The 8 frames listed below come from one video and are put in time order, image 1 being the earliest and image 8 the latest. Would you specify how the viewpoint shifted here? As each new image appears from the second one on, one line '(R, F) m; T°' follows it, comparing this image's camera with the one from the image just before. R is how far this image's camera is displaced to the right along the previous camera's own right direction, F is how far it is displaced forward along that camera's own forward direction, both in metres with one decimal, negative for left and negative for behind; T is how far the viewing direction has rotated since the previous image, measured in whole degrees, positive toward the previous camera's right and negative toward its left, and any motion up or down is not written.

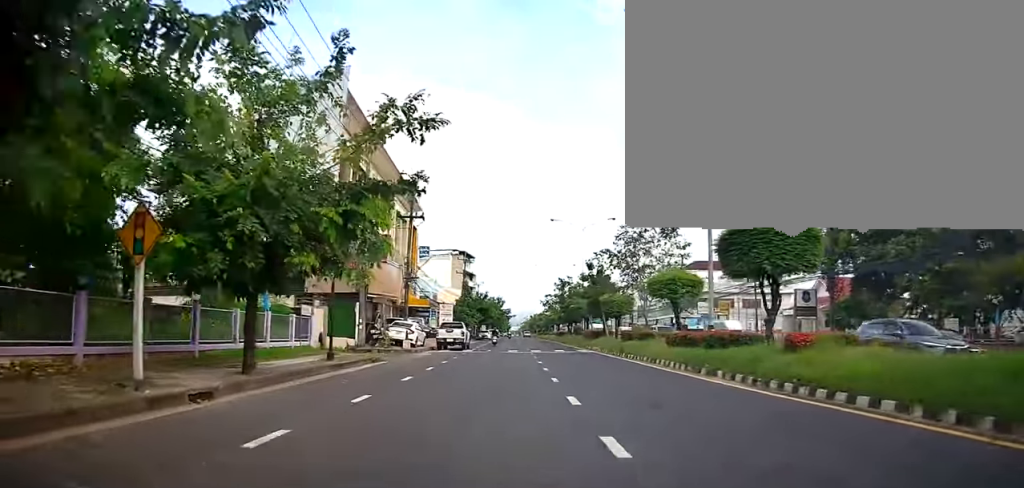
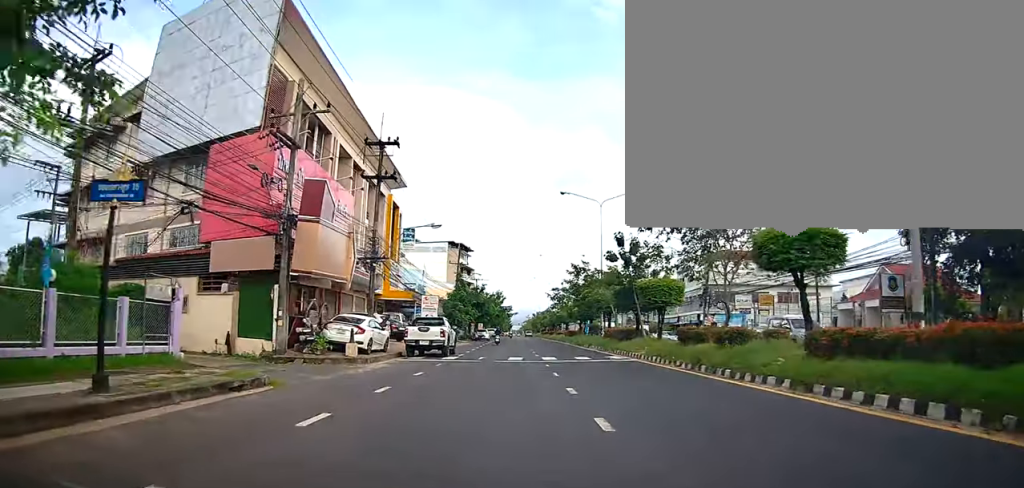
(-0.2, +11.3) m; -1°
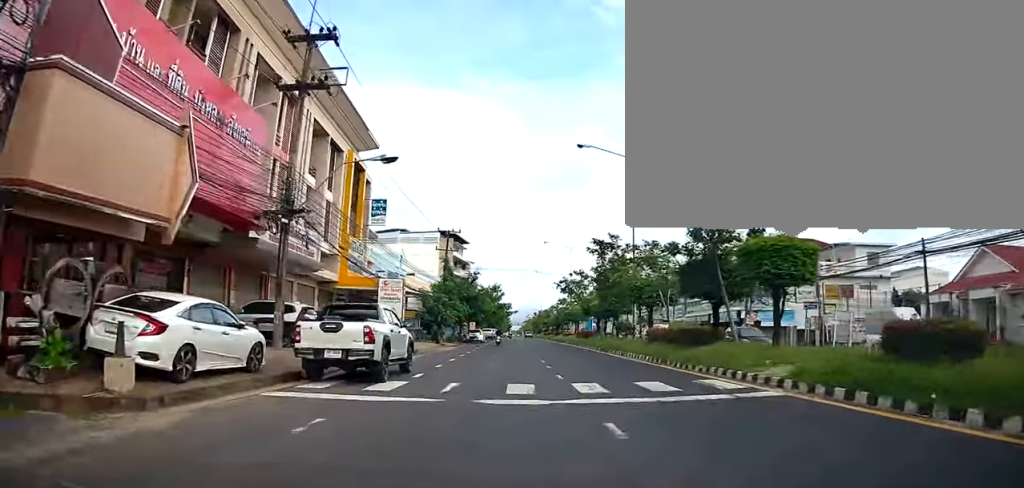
(0.0, +12.9) m; 0°
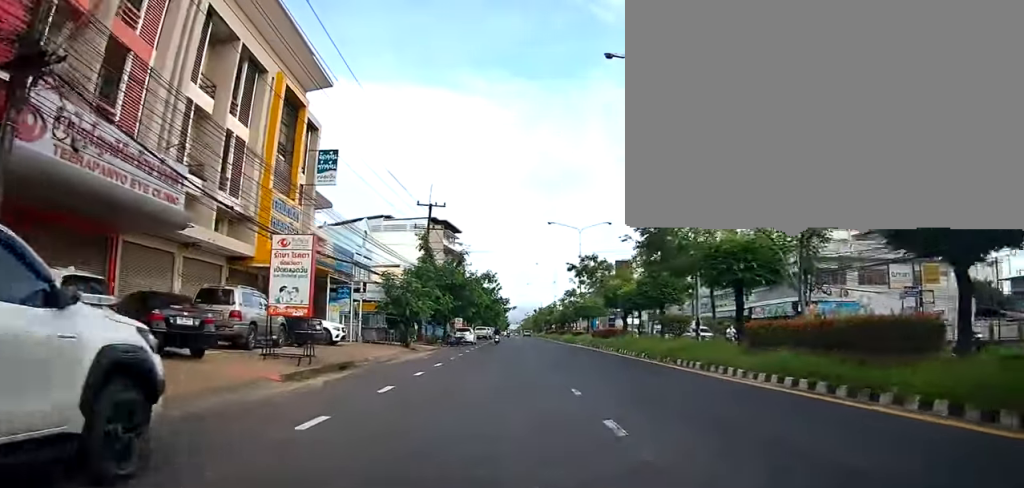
(0.0, +12.3) m; 0°
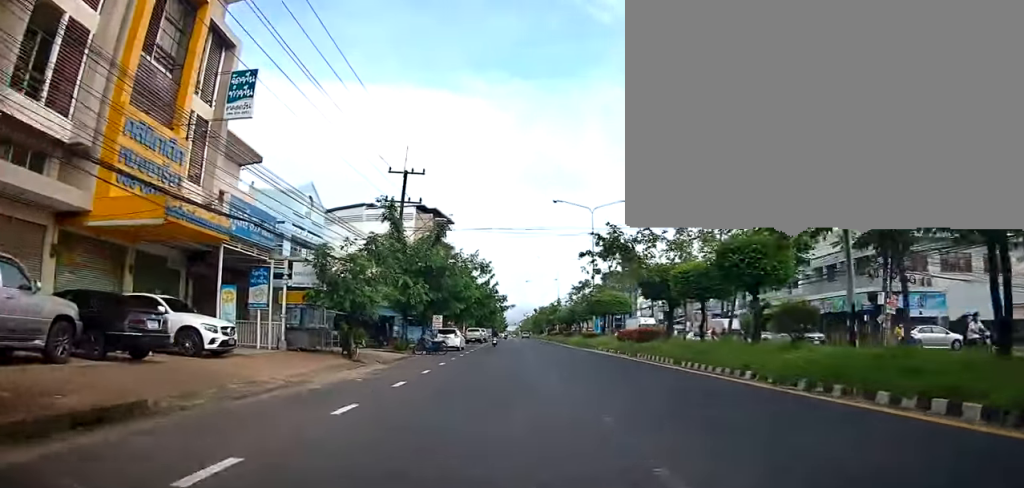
(0.0, +10.9) m; 0°
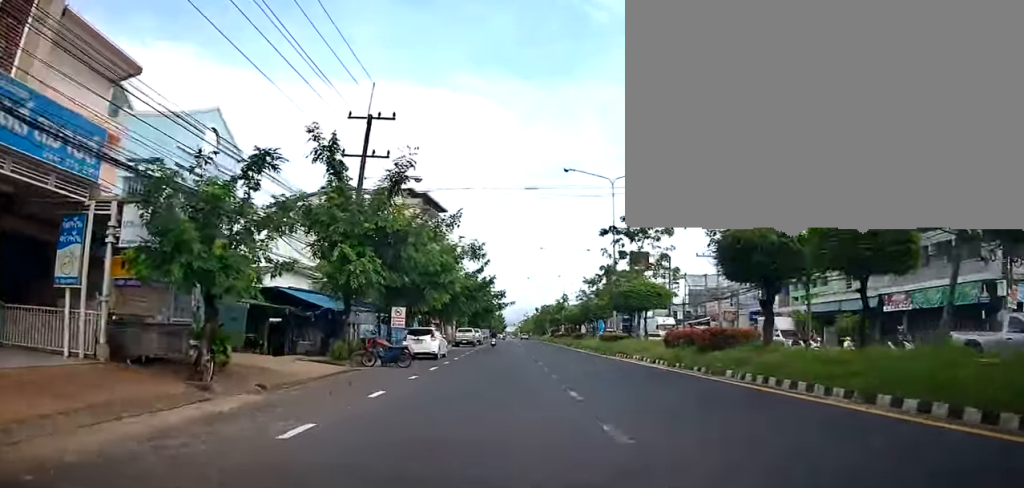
(0.0, +10.3) m; 0°
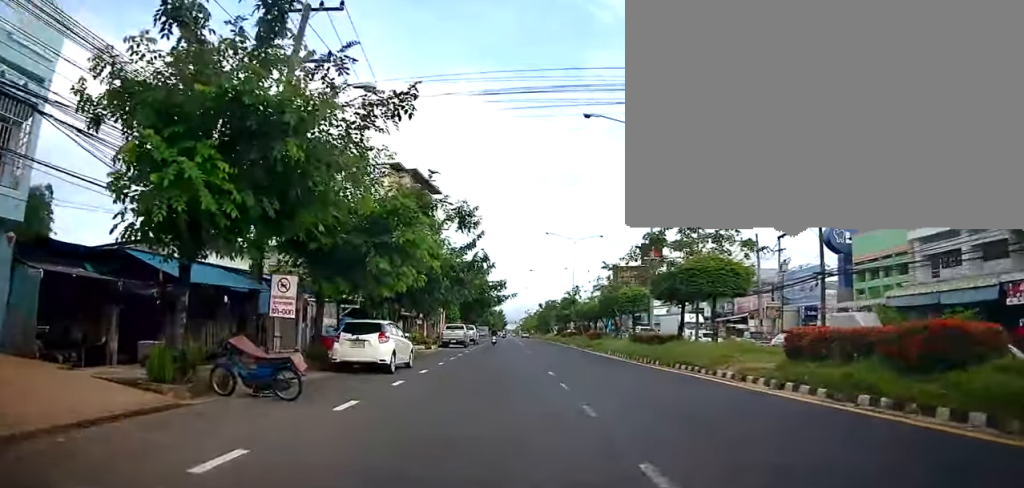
(0.0, +10.3) m; 0°
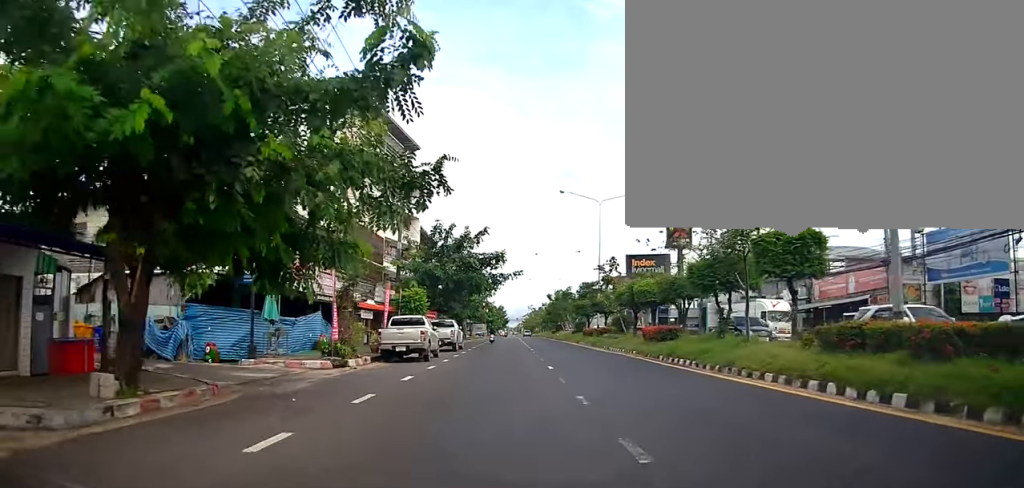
(0.0, +19.6) m; 0°
